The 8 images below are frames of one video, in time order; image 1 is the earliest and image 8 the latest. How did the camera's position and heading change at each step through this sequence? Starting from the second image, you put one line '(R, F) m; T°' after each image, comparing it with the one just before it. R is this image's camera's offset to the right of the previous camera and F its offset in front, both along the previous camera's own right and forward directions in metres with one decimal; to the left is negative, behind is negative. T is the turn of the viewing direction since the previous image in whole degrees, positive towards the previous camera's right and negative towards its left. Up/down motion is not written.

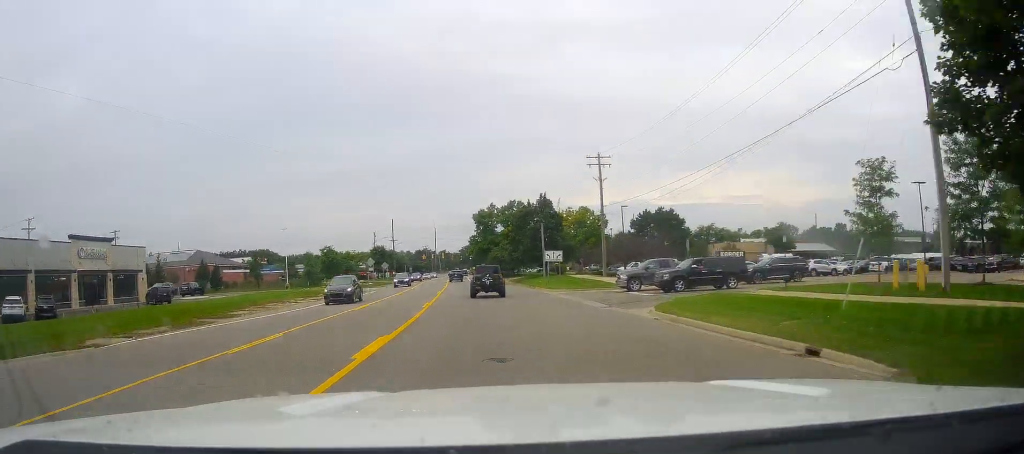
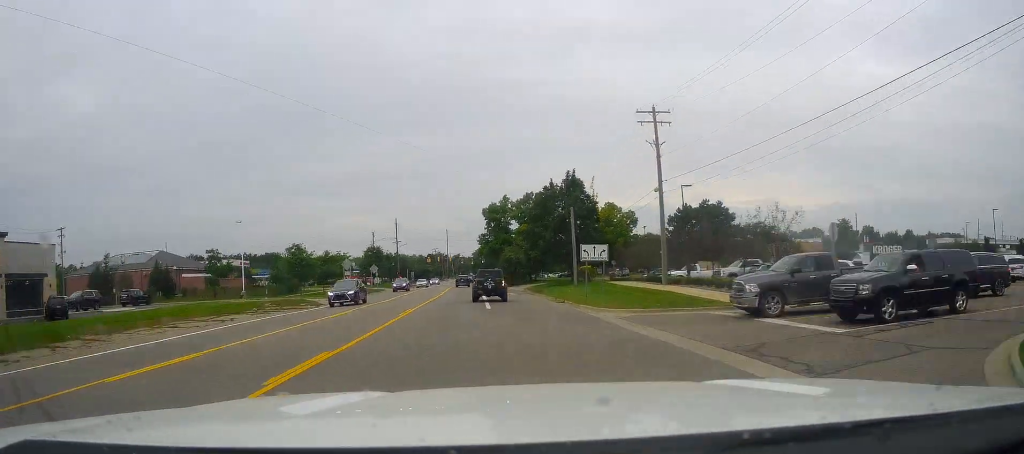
(-0.1, +18.4) m; -2°
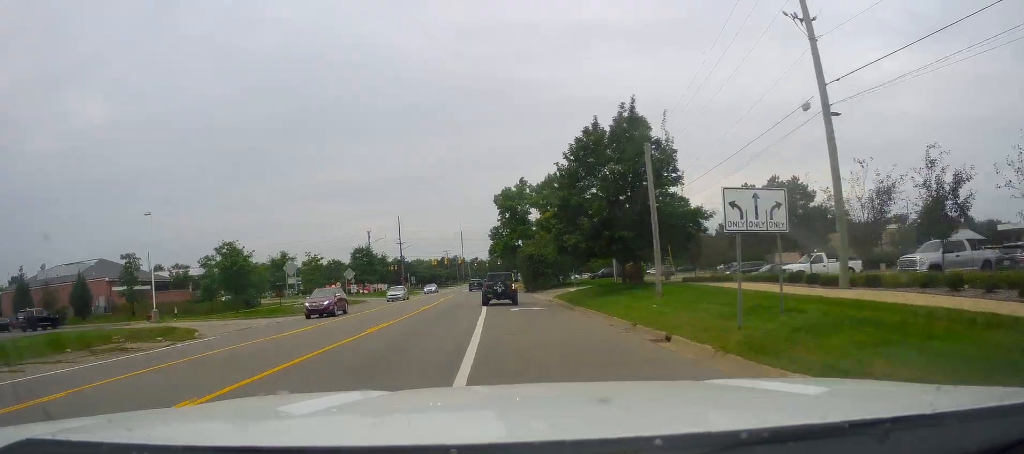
(-0.7, +20.5) m; -3°
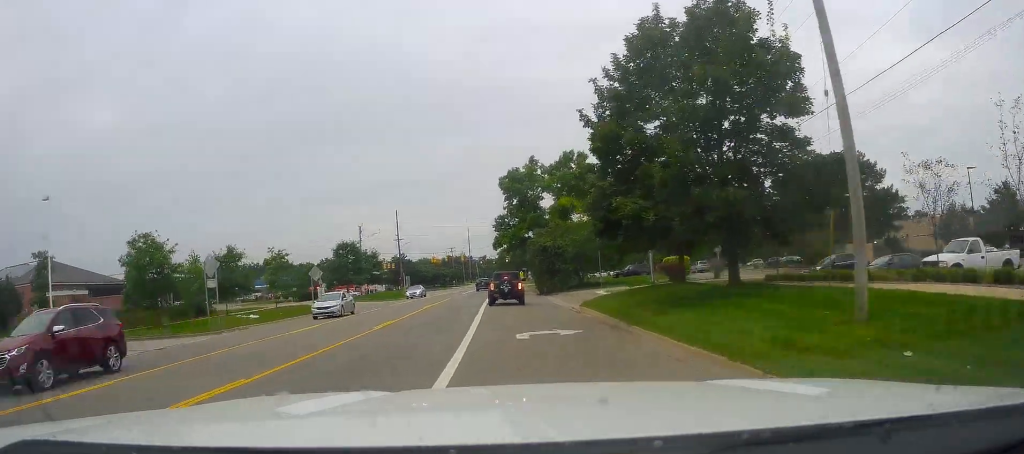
(0.0, +12.8) m; -1°
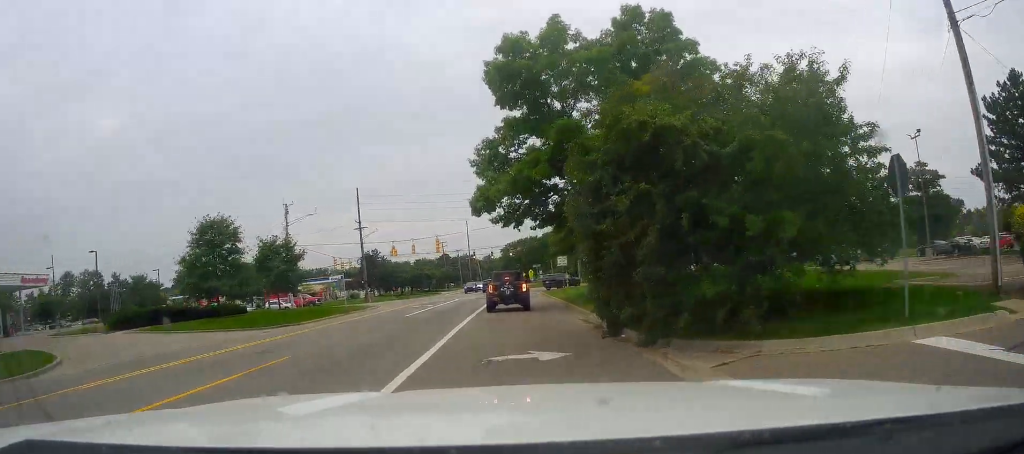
(-0.1, +37.1) m; -1°
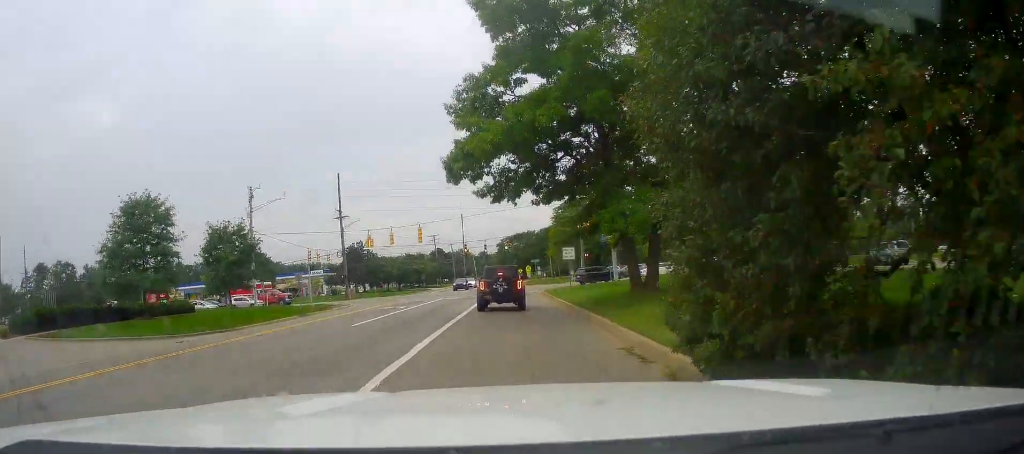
(-0.2, +9.8) m; -1°
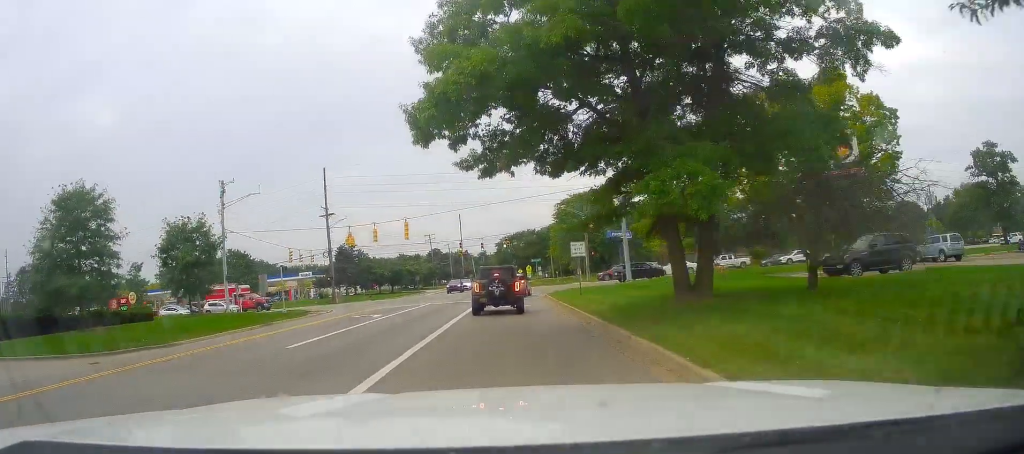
(0.0, +7.0) m; 0°
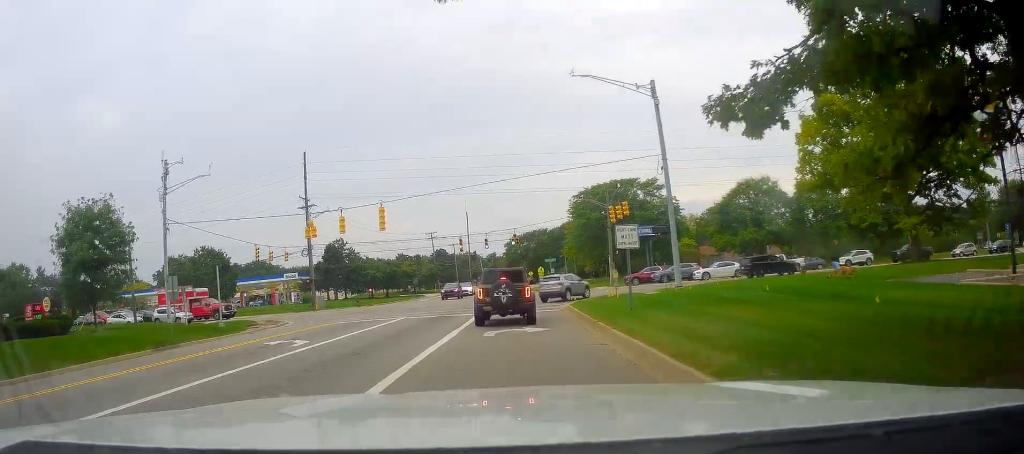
(0.0, +14.3) m; -1°
